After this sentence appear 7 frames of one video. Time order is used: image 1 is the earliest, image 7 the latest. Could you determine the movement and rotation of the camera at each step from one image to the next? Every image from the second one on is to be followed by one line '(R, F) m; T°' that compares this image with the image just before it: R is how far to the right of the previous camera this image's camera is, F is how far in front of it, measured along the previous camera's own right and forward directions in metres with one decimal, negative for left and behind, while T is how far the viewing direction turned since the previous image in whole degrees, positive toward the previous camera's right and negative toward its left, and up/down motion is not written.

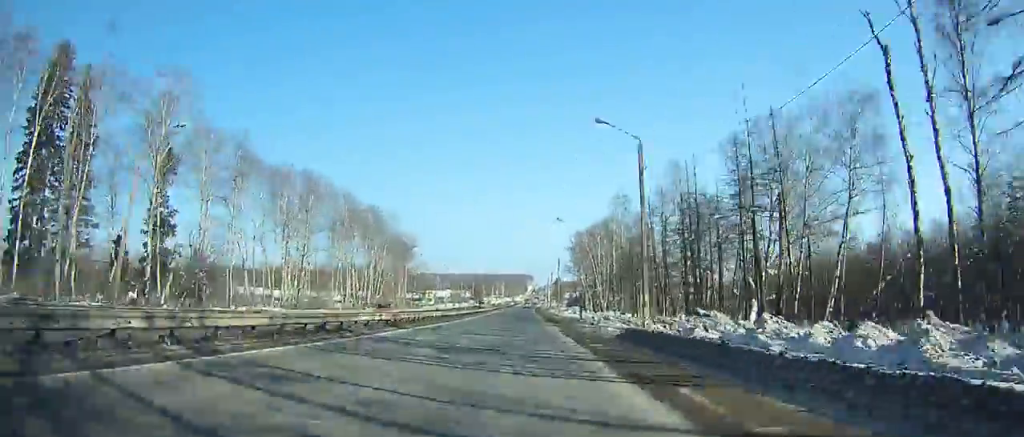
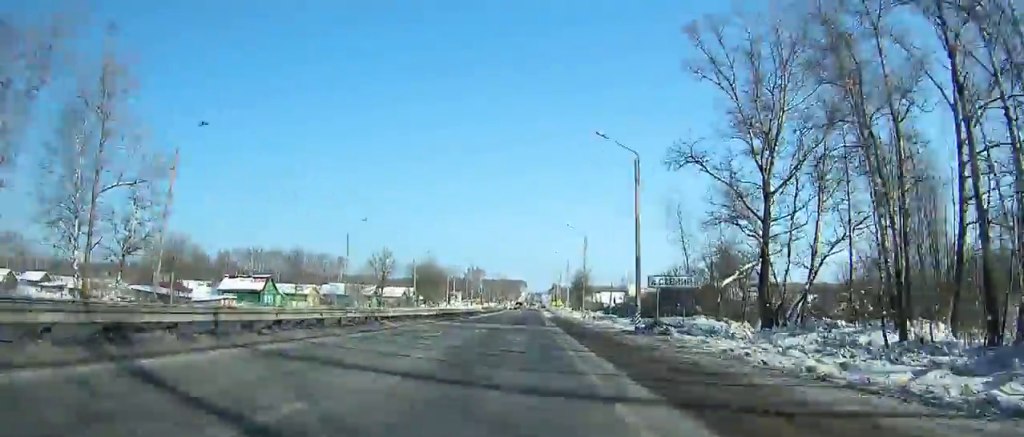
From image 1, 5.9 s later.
(-0.8, +142.3) m; 0°
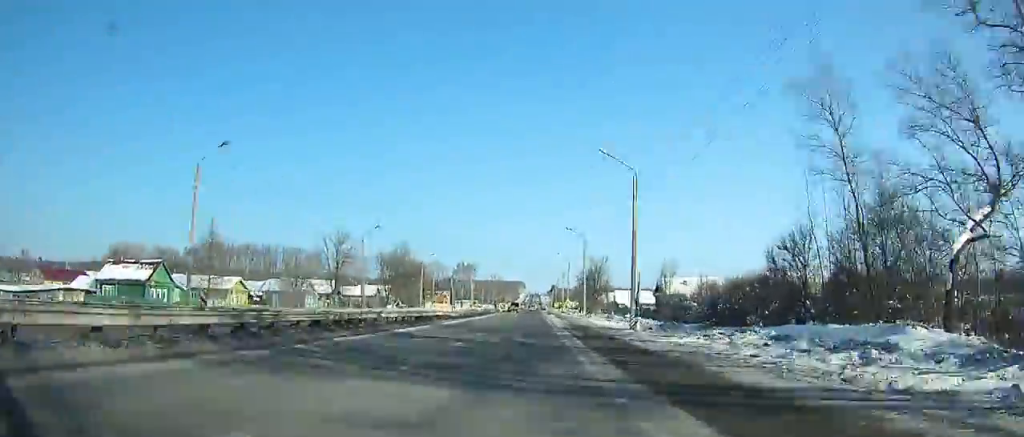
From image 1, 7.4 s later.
(+0.1, +32.3) m; 0°
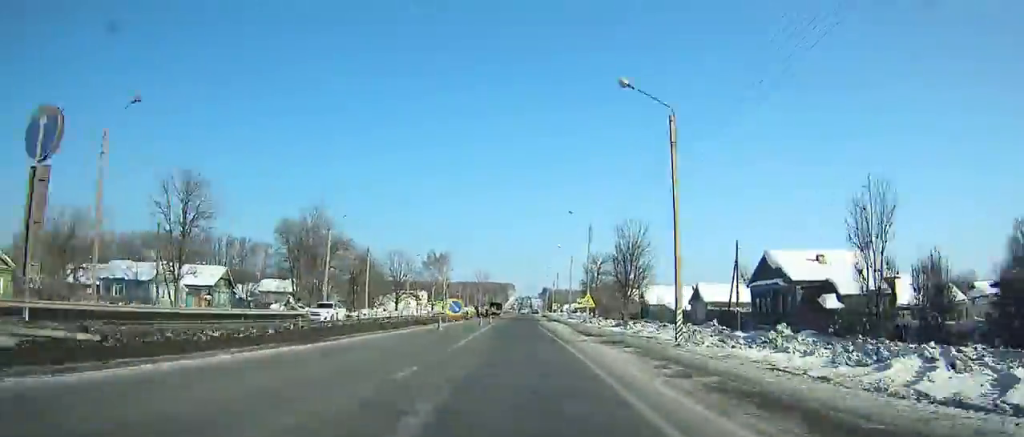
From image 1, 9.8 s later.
(+0.1, +49.9) m; 0°
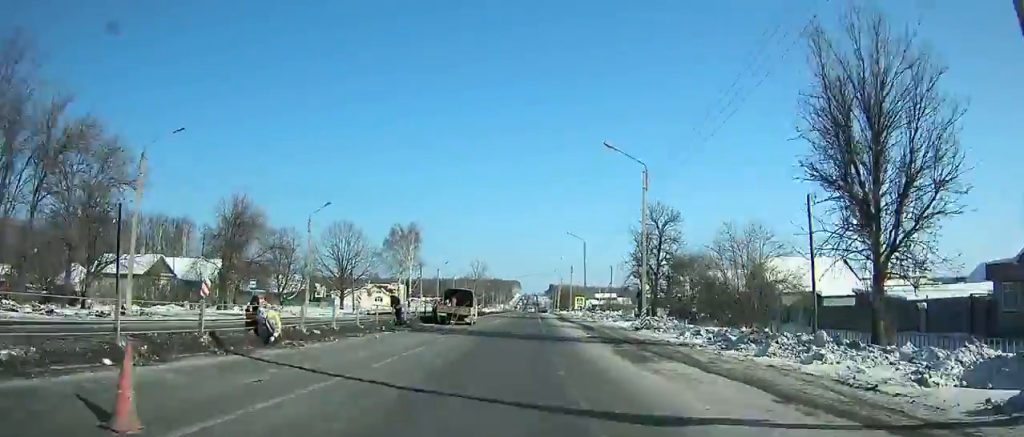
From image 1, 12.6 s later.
(-0.2, +54.4) m; 0°
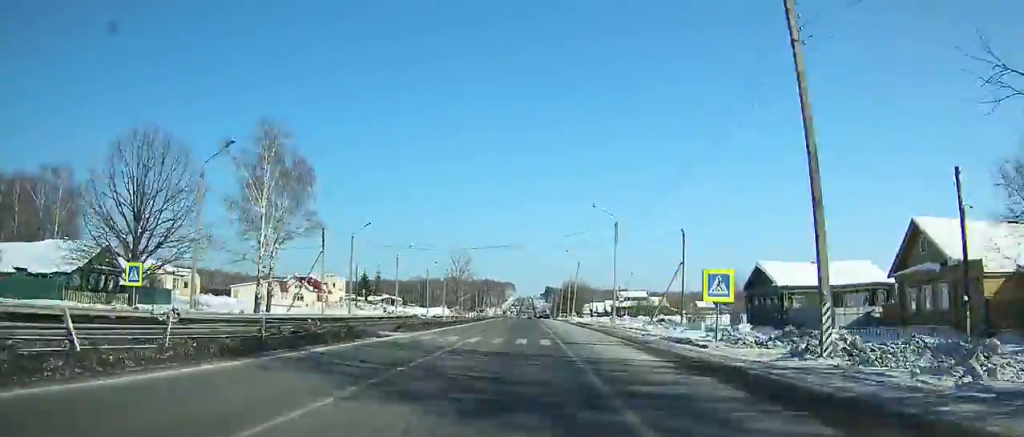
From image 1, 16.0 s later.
(+0.3, +62.5) m; +1°
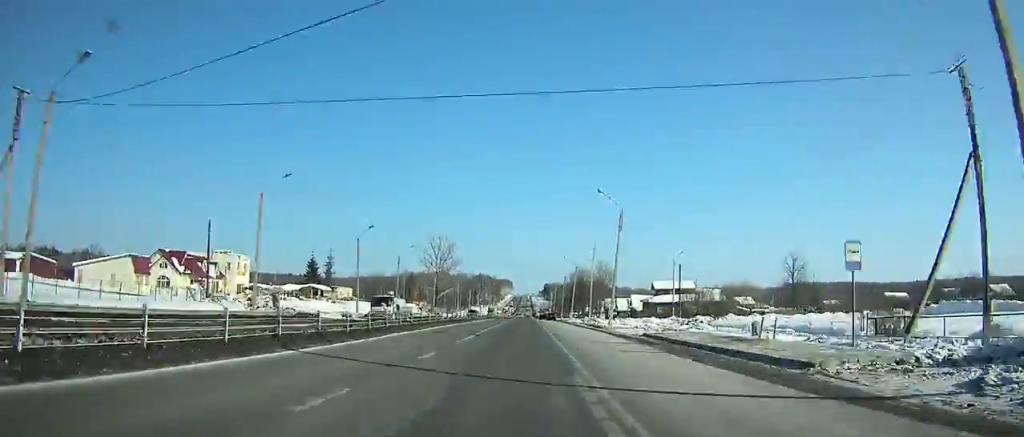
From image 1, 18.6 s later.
(+0.3, +46.9) m; 0°
